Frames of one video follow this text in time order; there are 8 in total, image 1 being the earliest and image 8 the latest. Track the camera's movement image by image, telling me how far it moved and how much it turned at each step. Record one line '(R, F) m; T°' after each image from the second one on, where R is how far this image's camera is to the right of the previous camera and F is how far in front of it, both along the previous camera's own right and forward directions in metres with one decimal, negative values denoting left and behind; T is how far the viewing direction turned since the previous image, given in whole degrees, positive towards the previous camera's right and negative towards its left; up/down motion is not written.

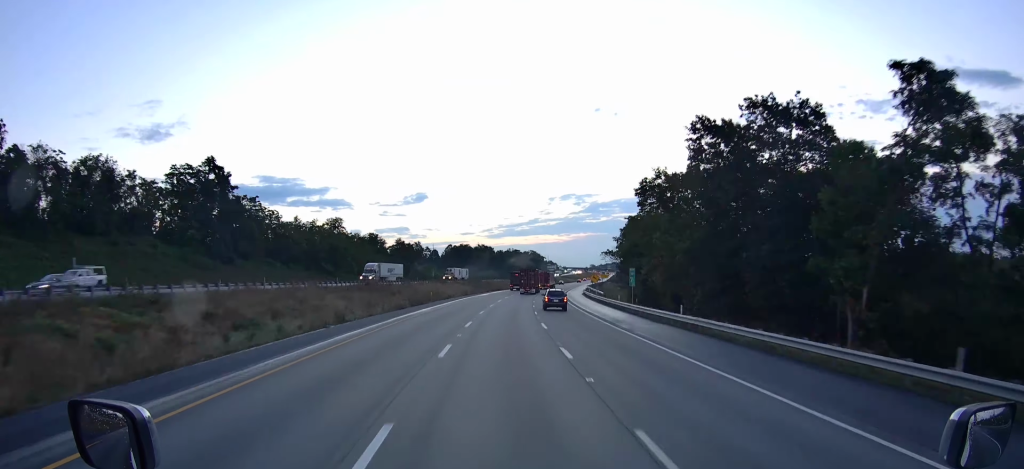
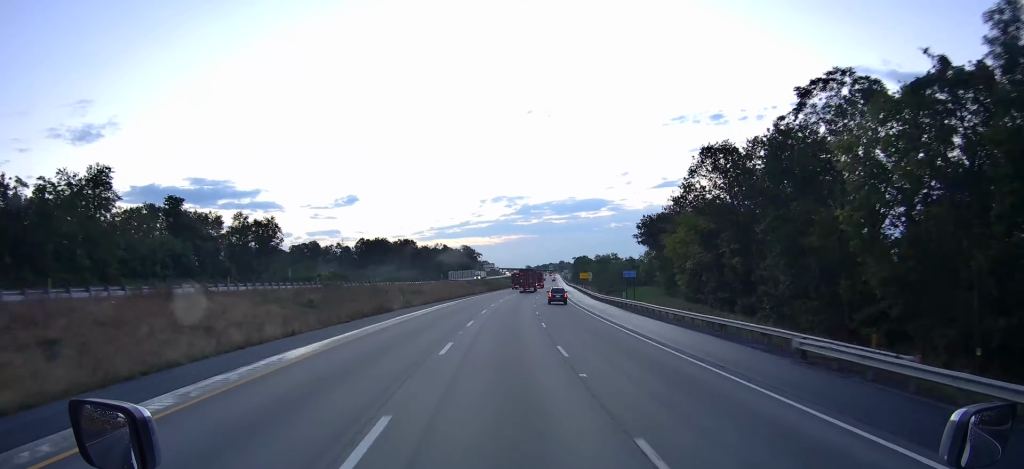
(+4.8, +95.6) m; +6°
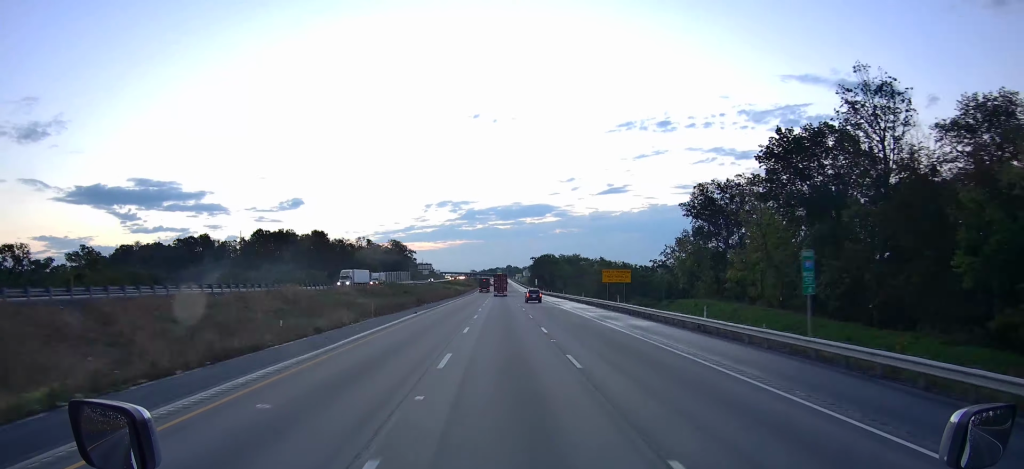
(+4.3, +87.1) m; +4°
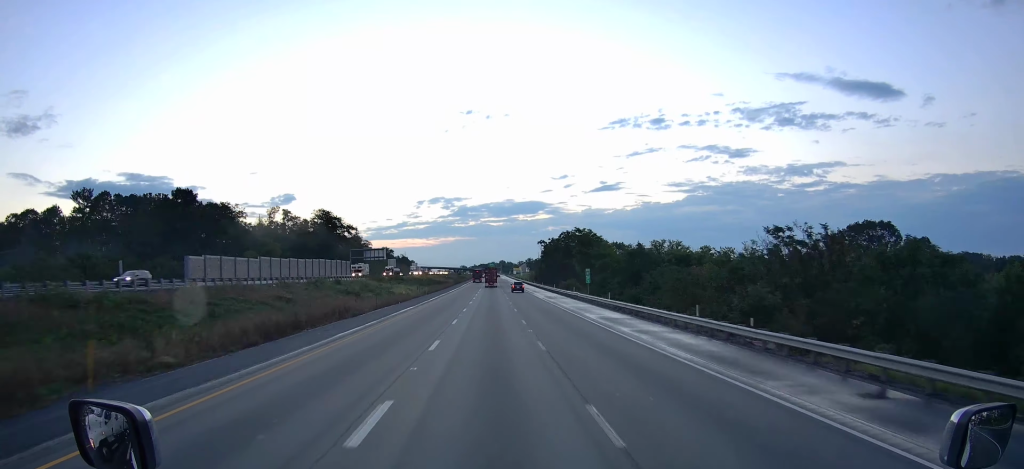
(+2.1, +115.1) m; +1°
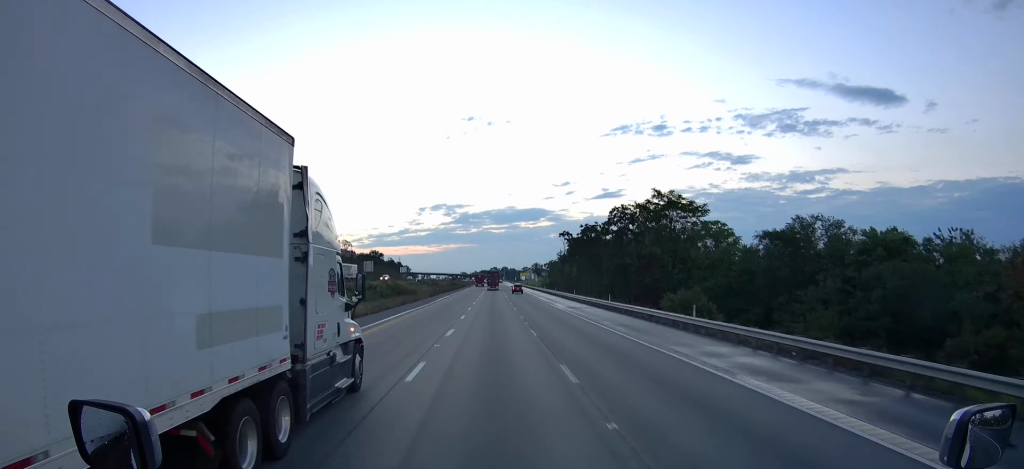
(0.0, +67.4) m; 0°
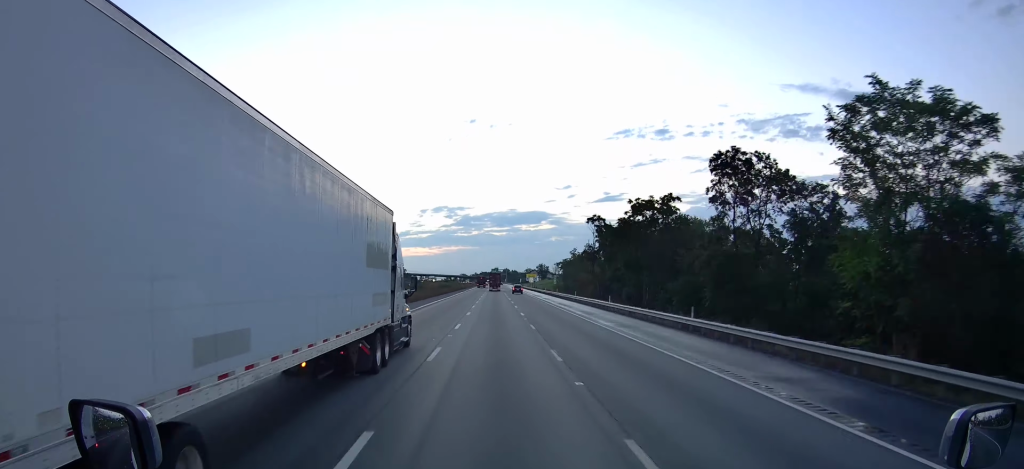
(-0.1, +45.0) m; 0°
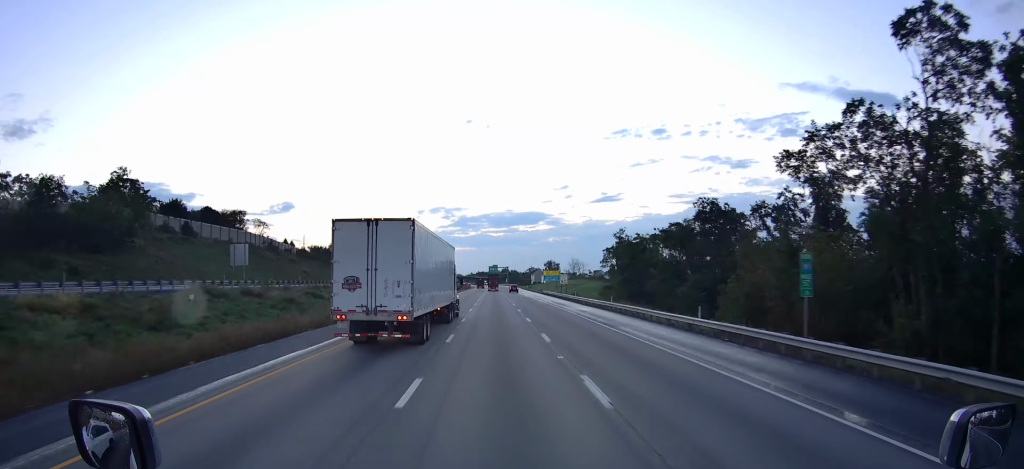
(-0.1, +92.6) m; 0°
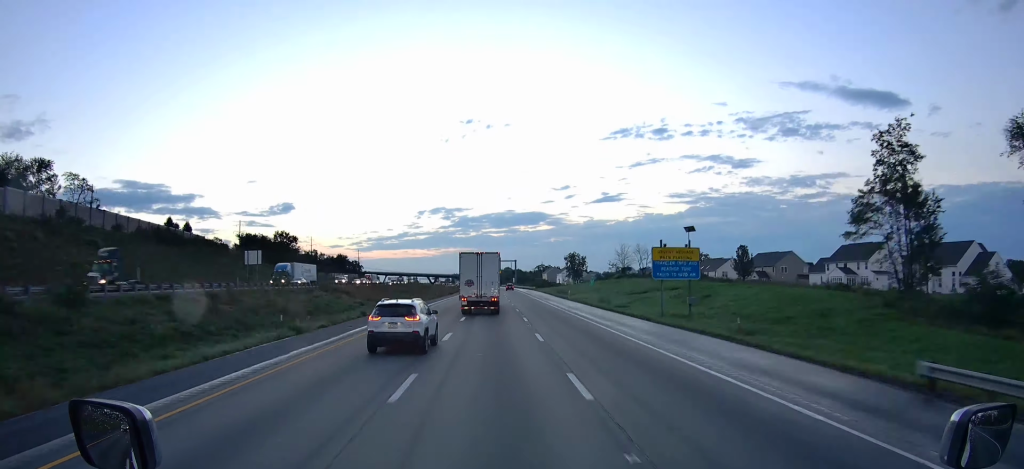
(+0.5, +109.6) m; 0°
